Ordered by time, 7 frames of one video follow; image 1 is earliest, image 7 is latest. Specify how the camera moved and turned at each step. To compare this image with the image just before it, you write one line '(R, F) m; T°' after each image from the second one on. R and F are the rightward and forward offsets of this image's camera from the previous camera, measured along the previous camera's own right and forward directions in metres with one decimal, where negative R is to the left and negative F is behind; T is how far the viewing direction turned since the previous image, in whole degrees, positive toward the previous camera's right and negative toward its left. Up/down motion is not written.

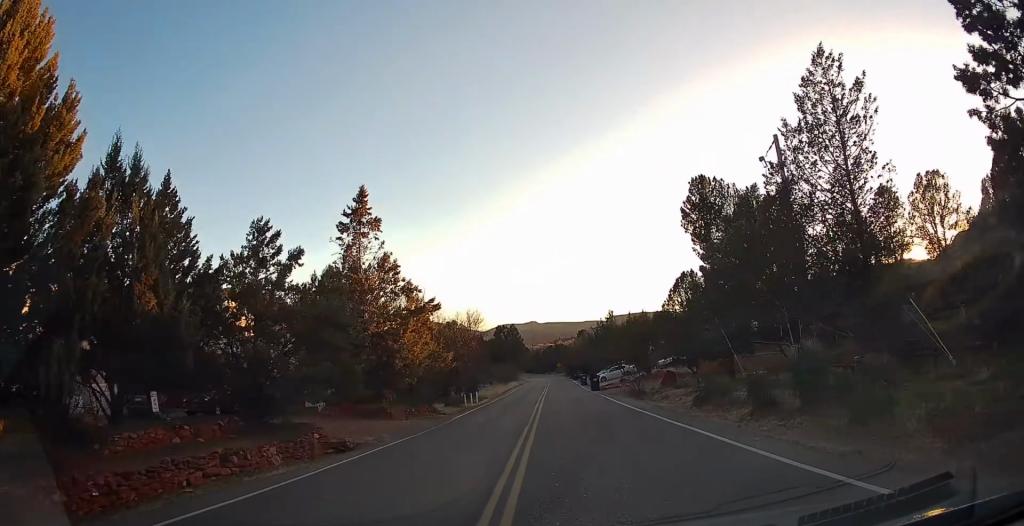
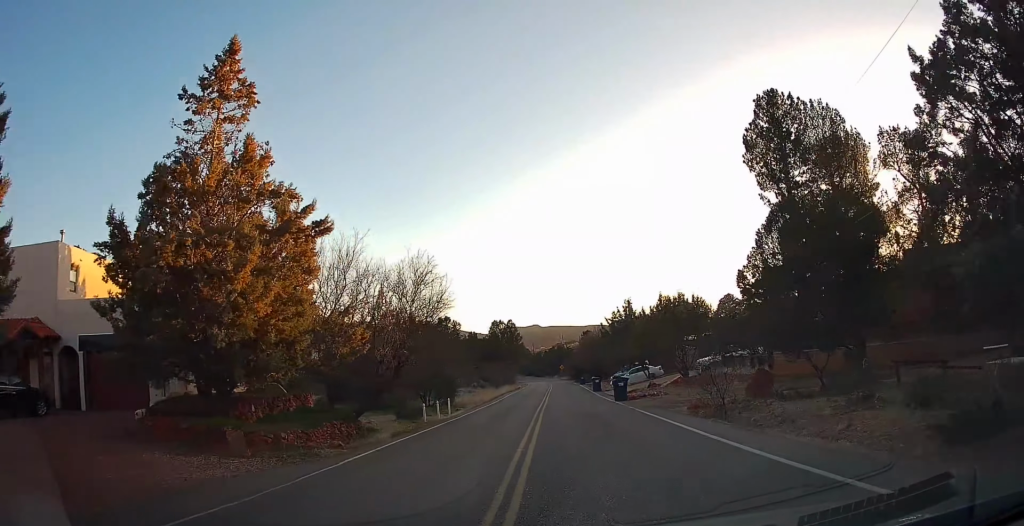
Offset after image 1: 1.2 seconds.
(-0.4, +15.0) m; -2°
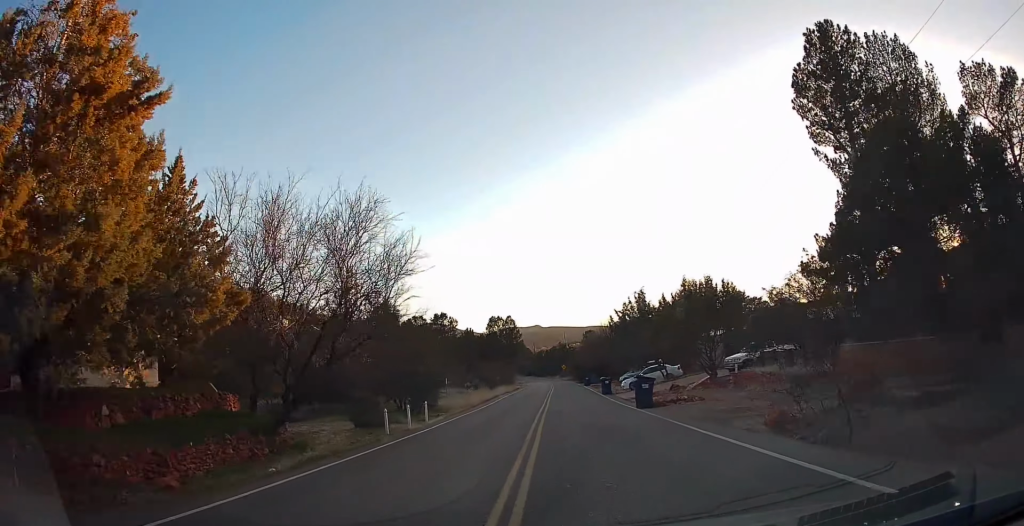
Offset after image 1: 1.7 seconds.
(0.0, +7.2) m; 0°
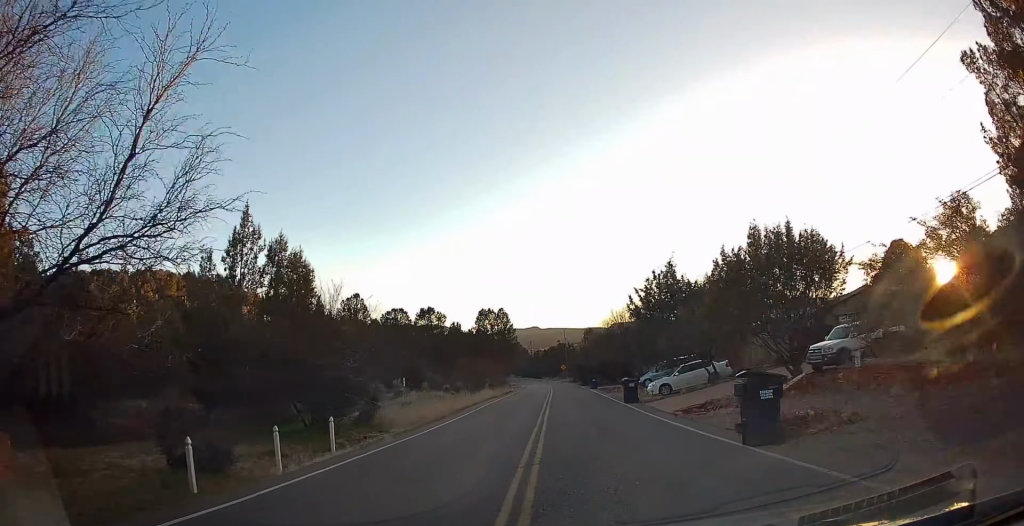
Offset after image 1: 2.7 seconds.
(0.0, +13.1) m; 0°
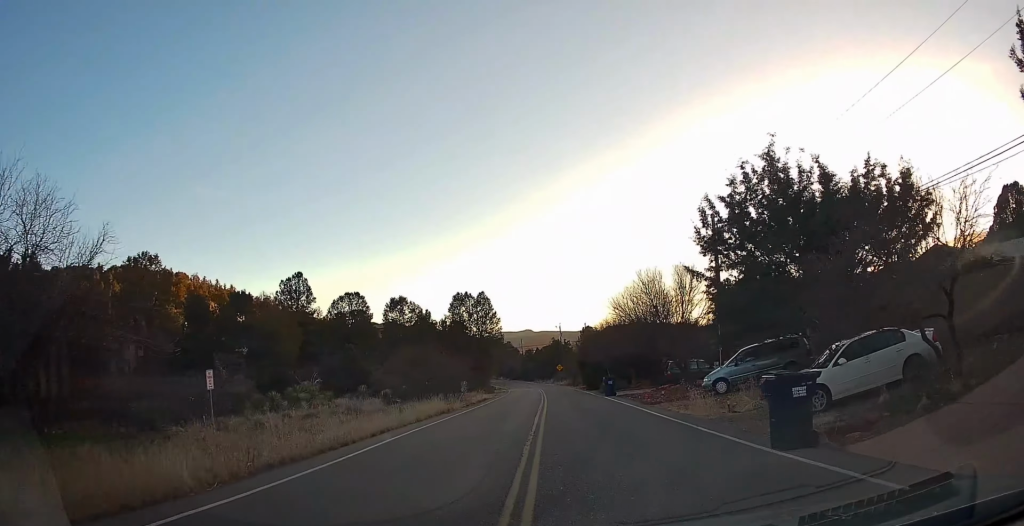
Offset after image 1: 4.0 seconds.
(+0.1, +20.0) m; +2°
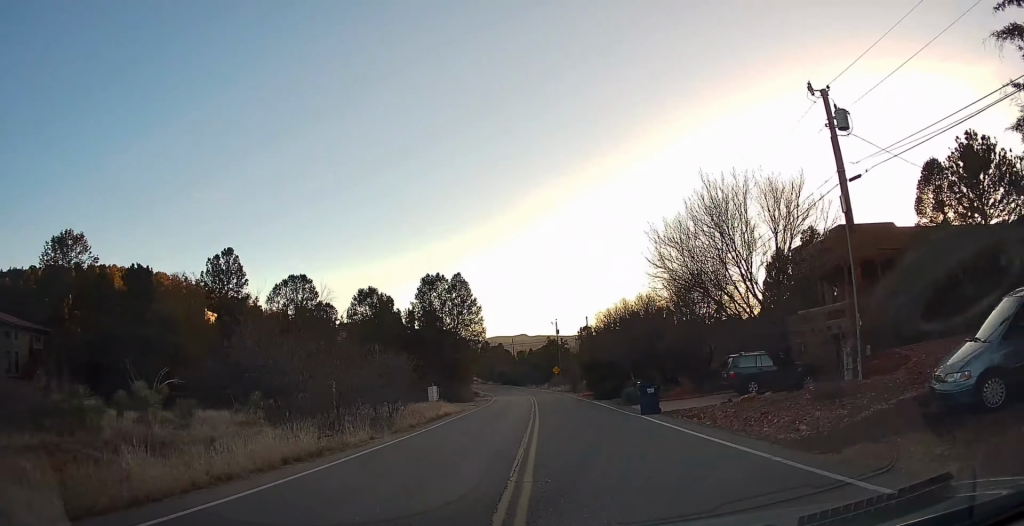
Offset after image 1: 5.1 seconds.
(+0.3, +16.3) m; 0°
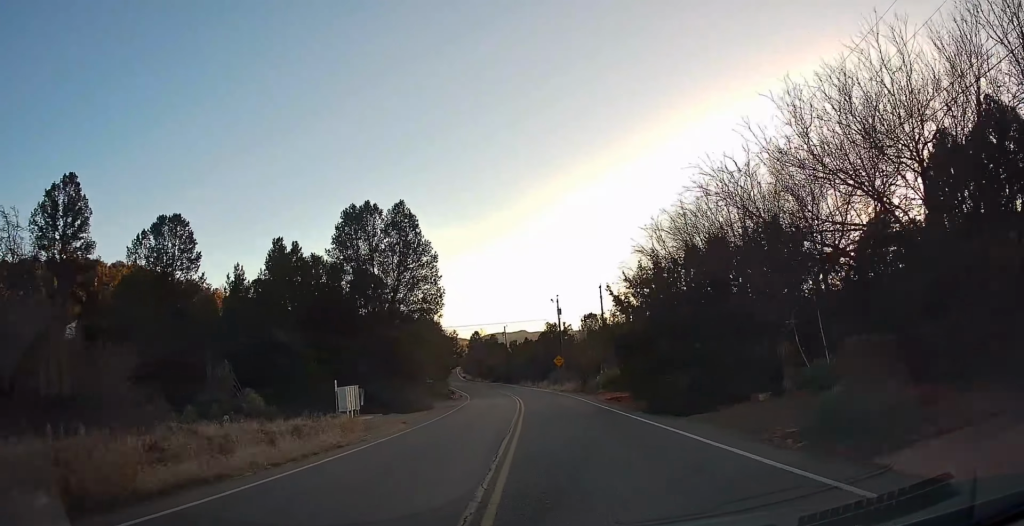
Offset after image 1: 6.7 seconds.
(-0.4, +23.3) m; -1°
